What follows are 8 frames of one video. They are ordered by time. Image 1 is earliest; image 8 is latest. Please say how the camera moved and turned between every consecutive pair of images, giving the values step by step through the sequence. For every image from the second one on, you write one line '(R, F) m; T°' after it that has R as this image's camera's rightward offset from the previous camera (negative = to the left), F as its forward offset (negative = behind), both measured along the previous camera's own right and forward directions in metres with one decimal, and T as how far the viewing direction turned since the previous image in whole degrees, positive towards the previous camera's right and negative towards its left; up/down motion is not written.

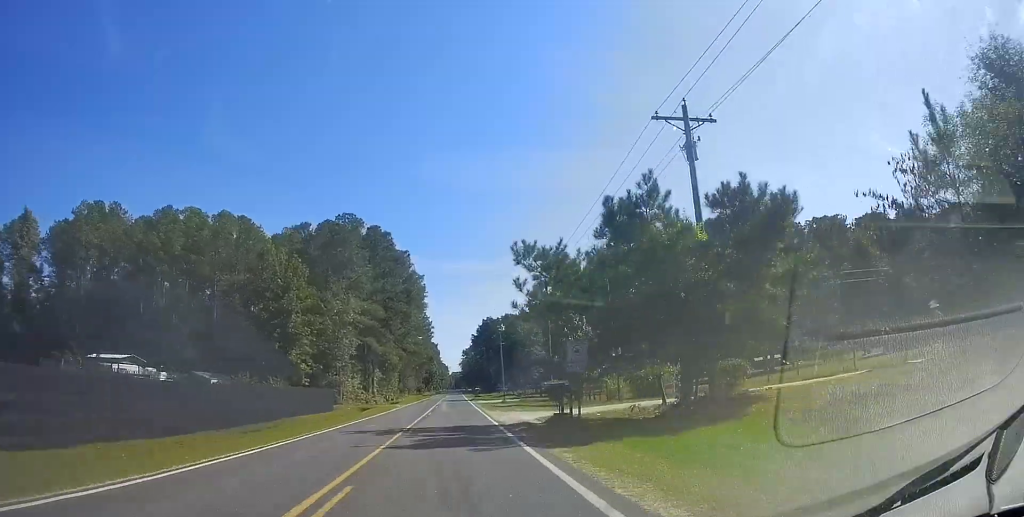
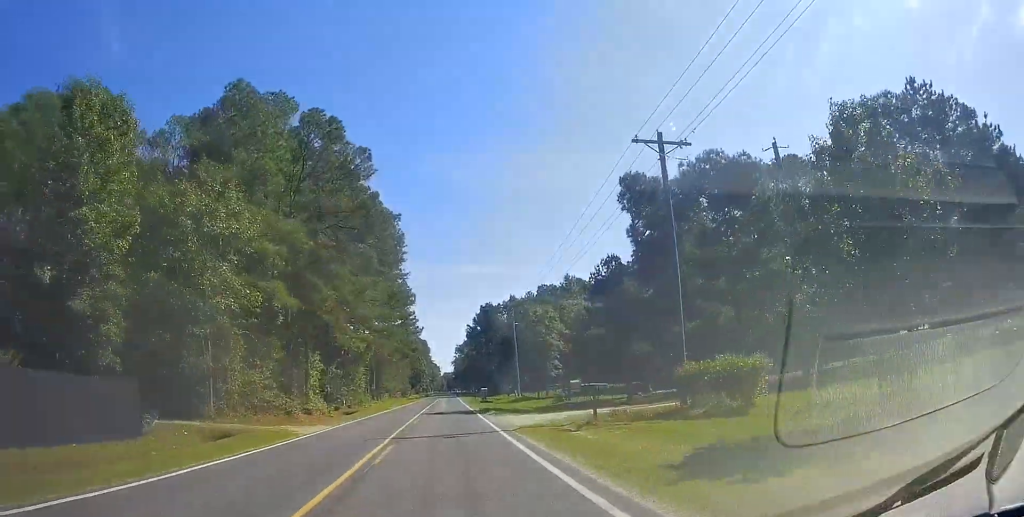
(-0.5, +31.4) m; -1°
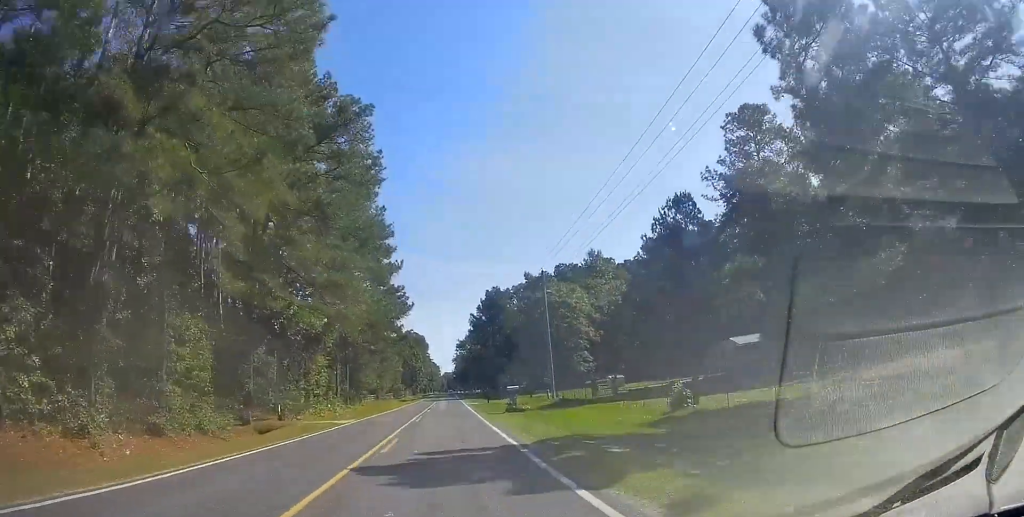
(0.0, +22.7) m; 0°
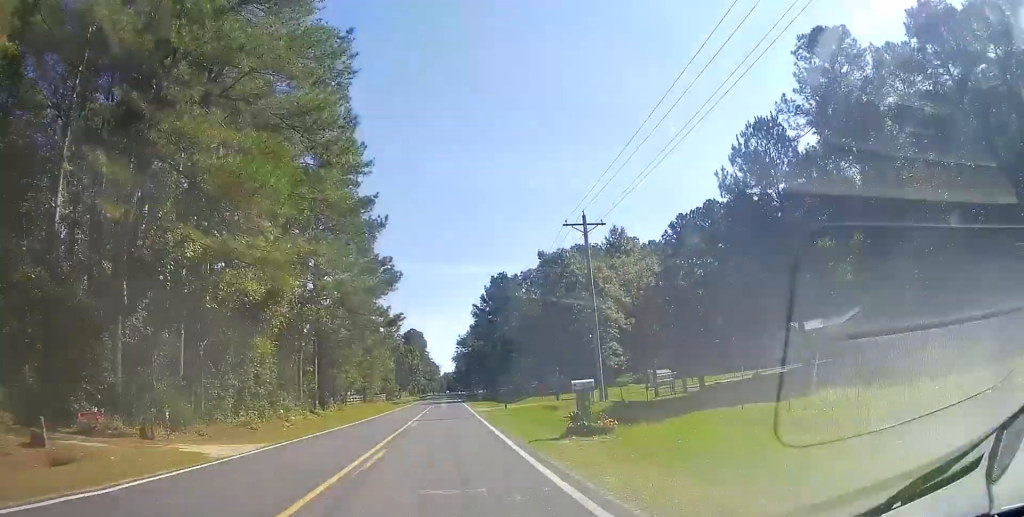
(0.0, +14.8) m; +1°
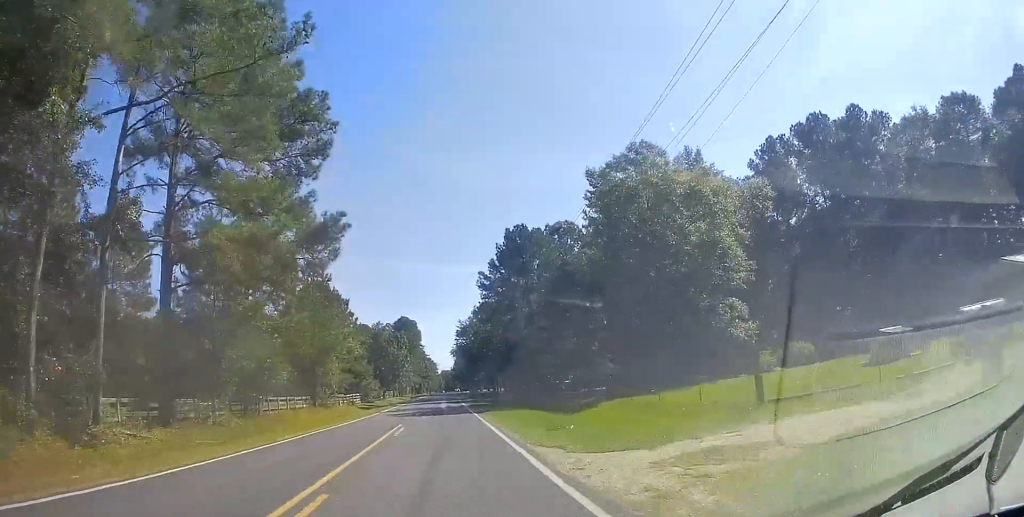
(+0.6, +30.3) m; 0°
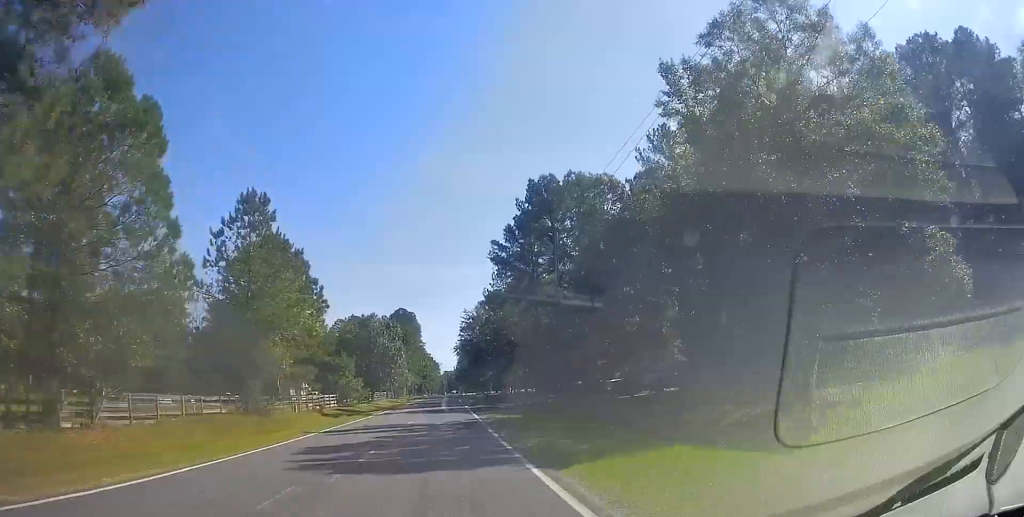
(-0.3, +18.6) m; -1°
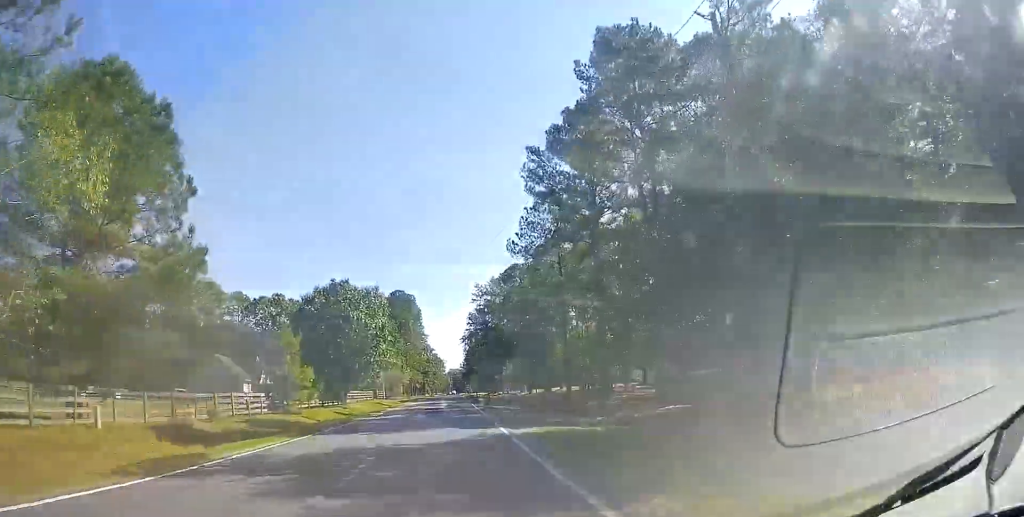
(-0.2, +26.3) m; 0°
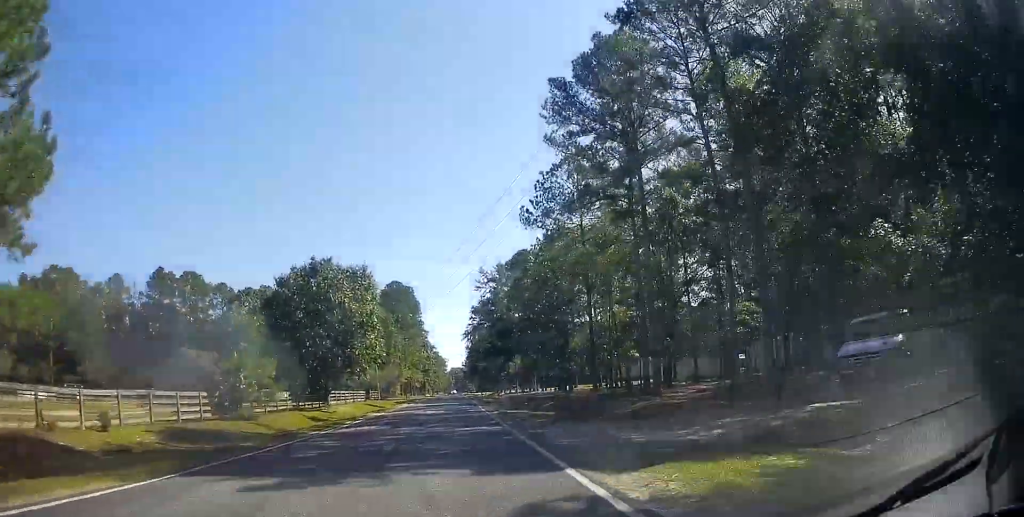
(0.0, +9.8) m; 0°
